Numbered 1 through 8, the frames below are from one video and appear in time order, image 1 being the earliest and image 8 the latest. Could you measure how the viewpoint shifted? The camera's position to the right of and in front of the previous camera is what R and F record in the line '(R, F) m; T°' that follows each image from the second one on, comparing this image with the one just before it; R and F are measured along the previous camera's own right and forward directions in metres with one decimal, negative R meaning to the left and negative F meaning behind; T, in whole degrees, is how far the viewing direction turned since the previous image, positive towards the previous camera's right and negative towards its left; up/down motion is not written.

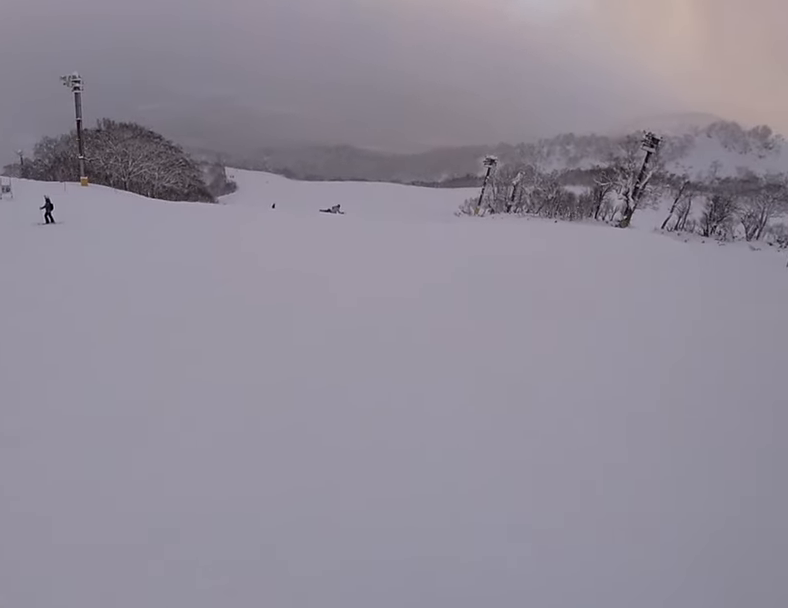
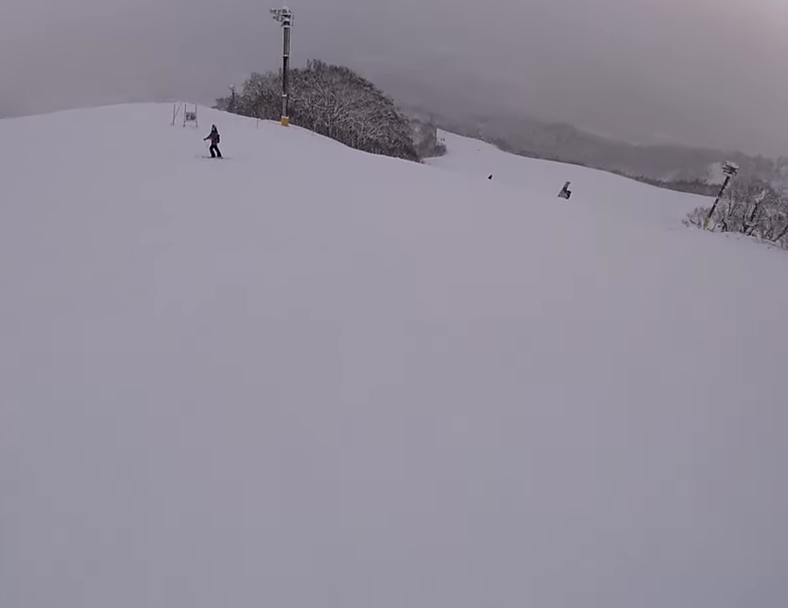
(-2.5, +4.4) m; -21°
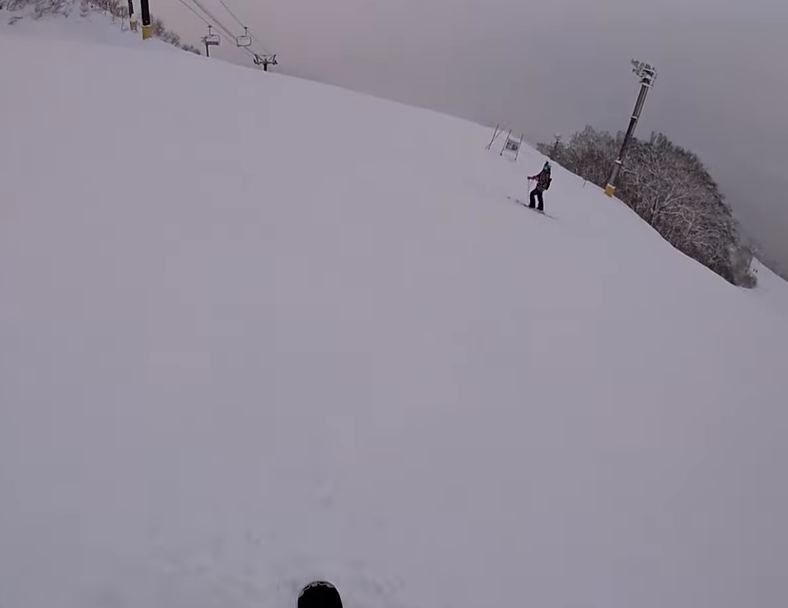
(+0.5, +6.9) m; -6°
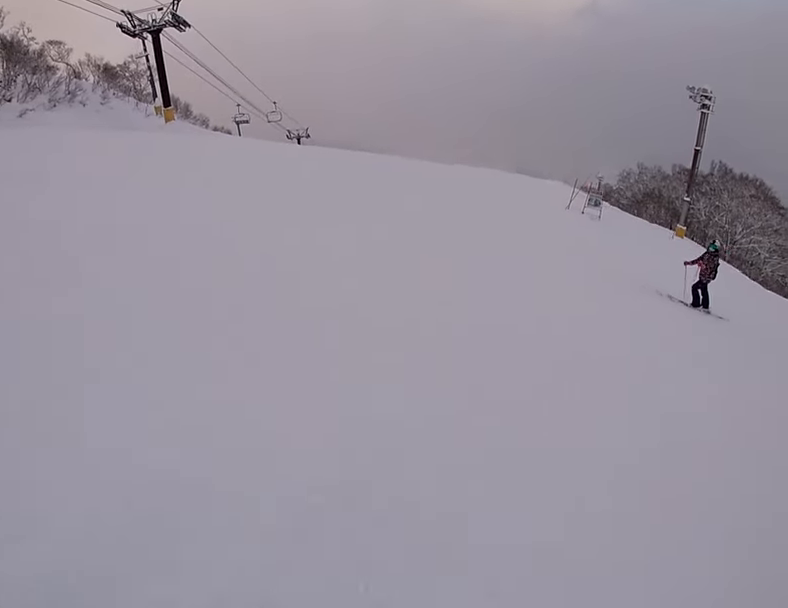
(-1.0, +4.8) m; -9°
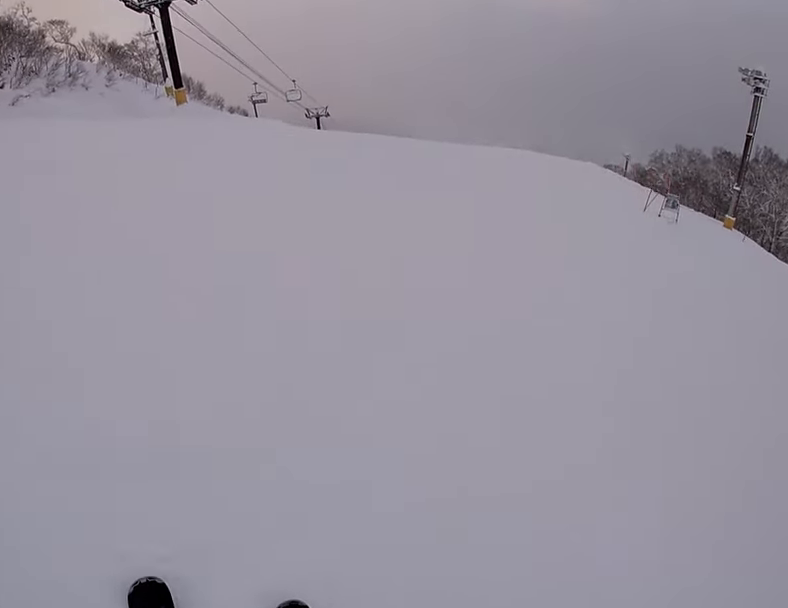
(-0.1, +3.8) m; +15°
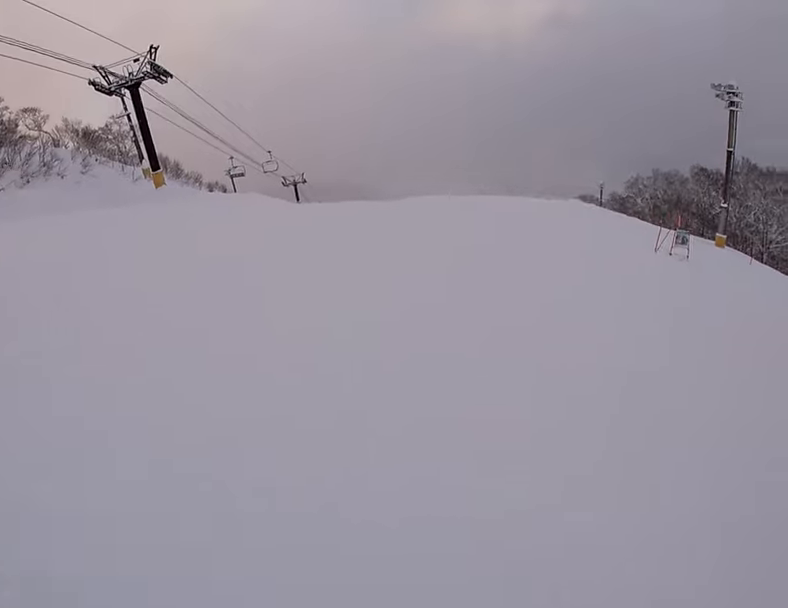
(-0.6, +2.2) m; +13°
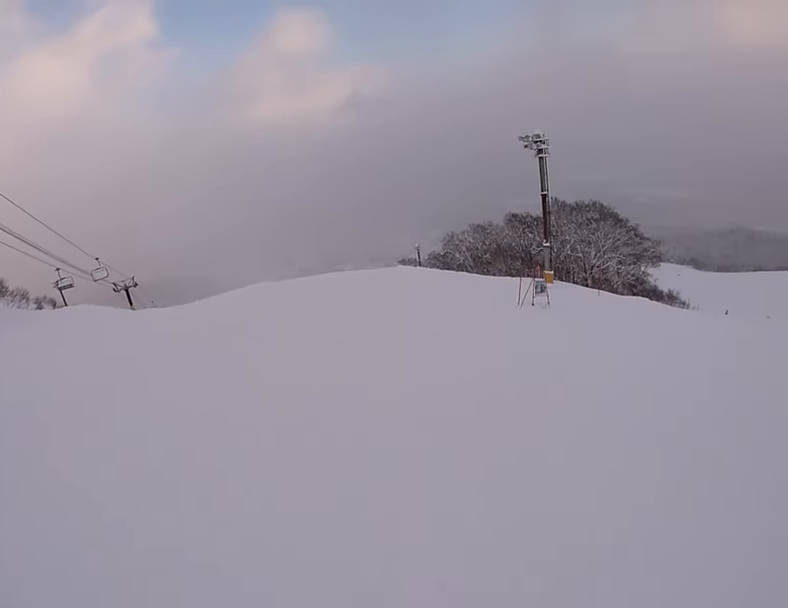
(+1.3, +2.2) m; +31°
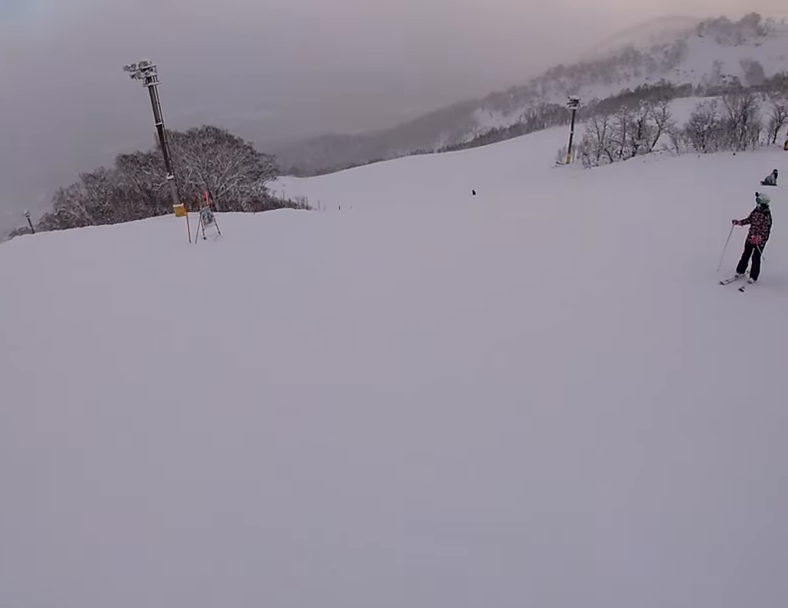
(+2.1, +3.9) m; +42°
